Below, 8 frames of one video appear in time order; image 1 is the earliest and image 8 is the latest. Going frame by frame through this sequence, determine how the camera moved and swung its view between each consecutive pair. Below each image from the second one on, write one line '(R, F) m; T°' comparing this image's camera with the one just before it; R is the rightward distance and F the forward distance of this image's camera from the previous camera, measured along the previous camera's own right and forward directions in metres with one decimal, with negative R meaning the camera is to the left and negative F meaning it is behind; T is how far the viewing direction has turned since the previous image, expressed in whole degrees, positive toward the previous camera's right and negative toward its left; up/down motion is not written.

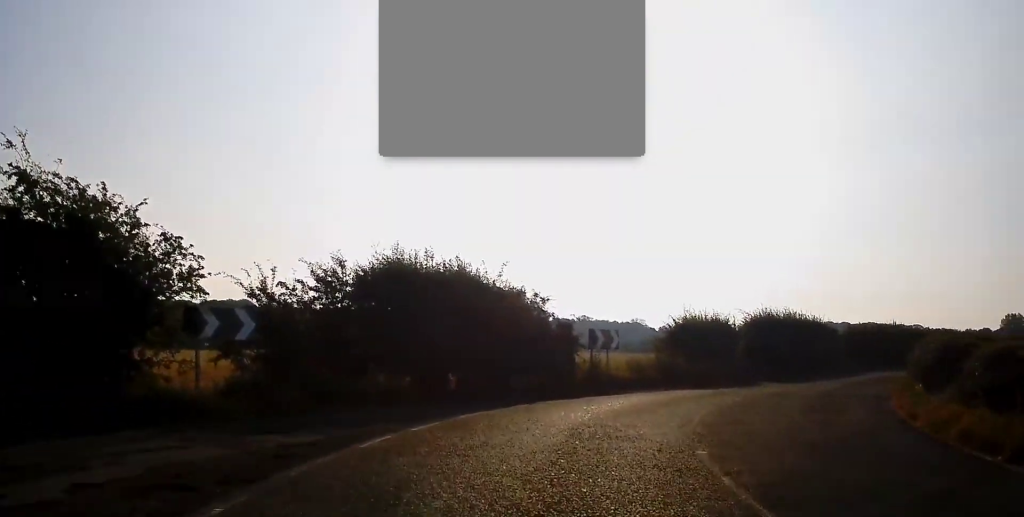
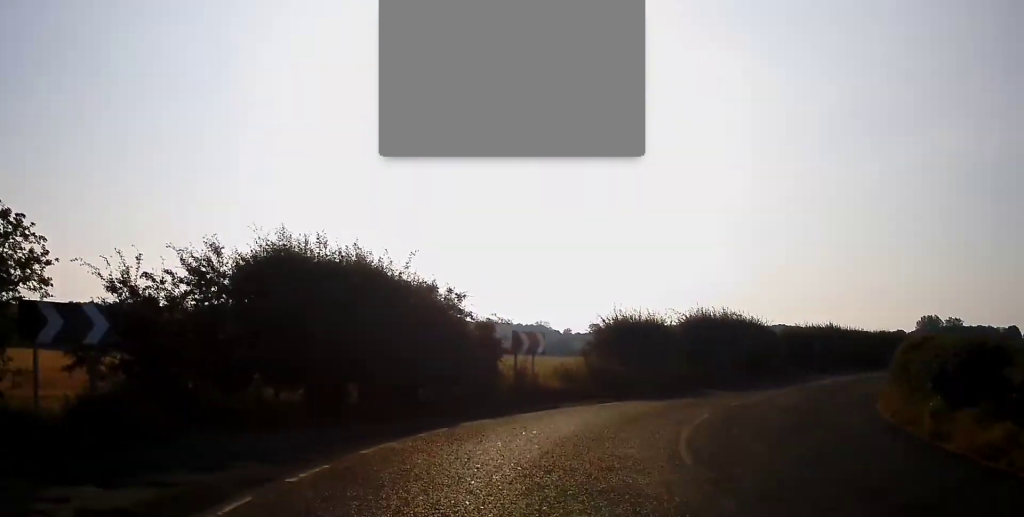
(+0.4, +3.3) m; +7°
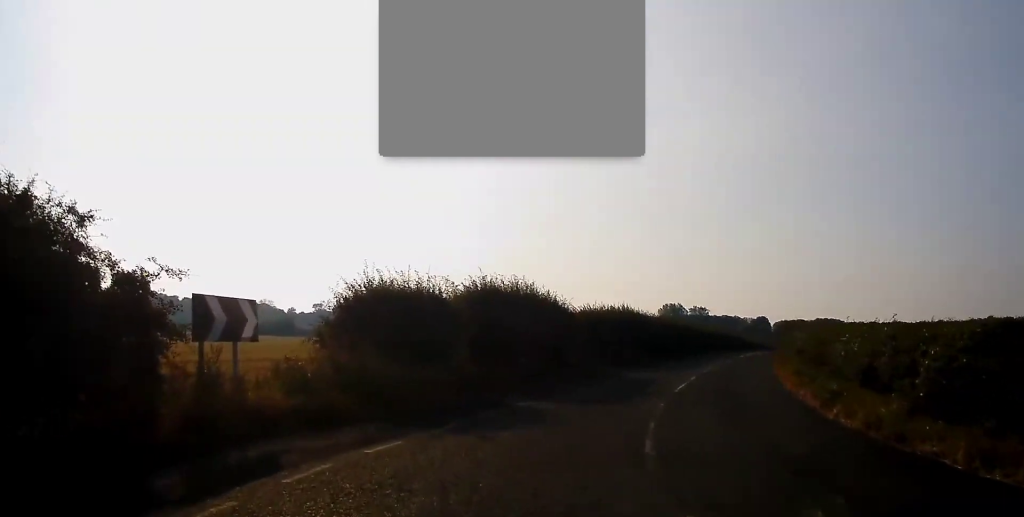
(+1.7, +9.1) m; +19°
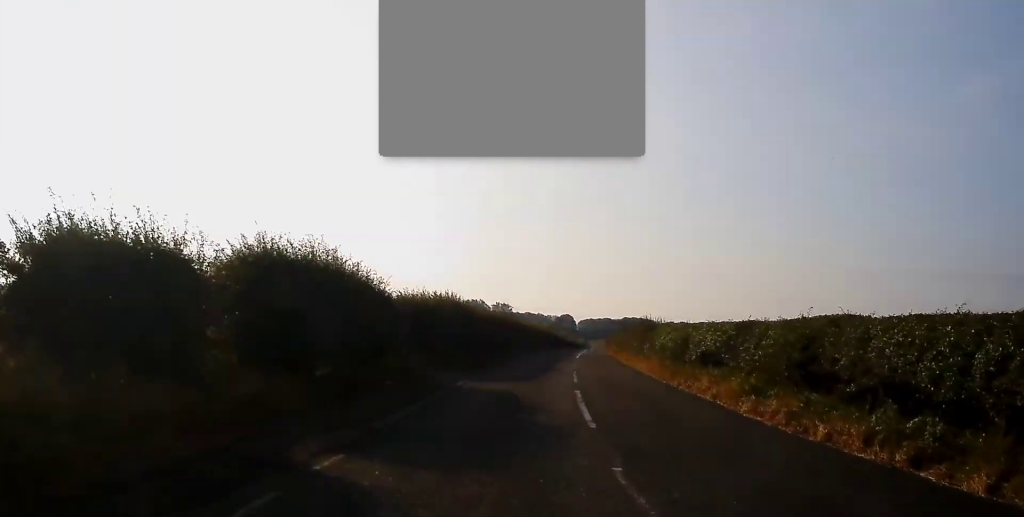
(+0.7, +7.2) m; +13°
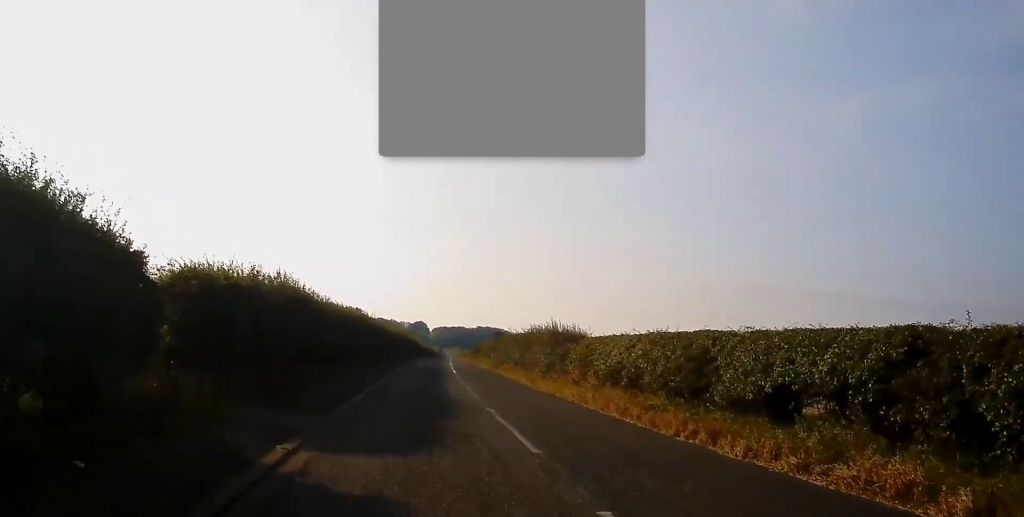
(+1.5, +10.4) m; +14°
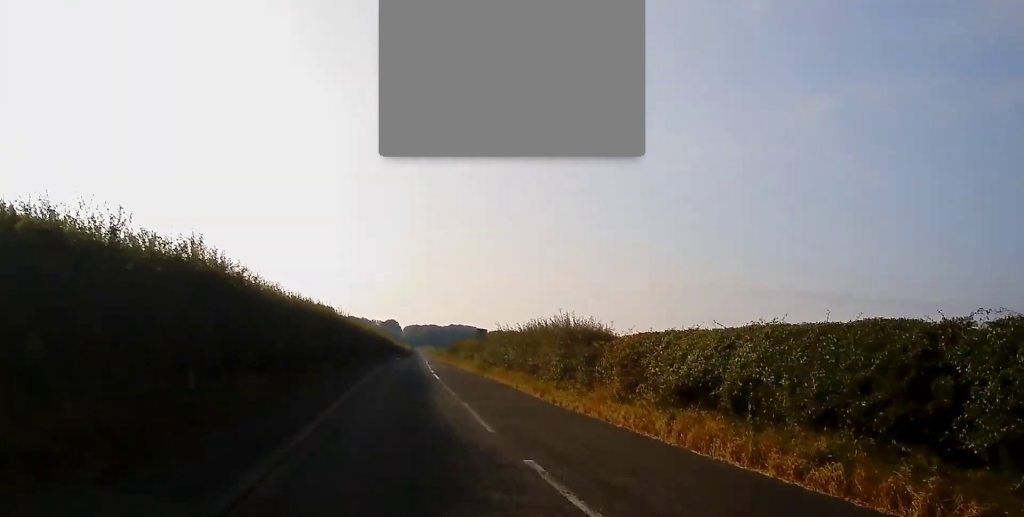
(+0.4, +6.4) m; +2°
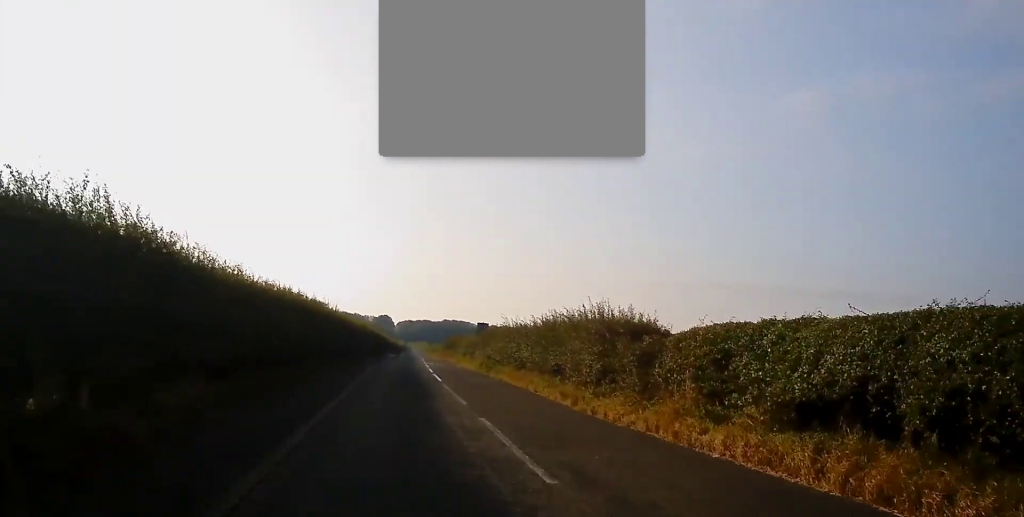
(0.0, +4.3) m; 0°
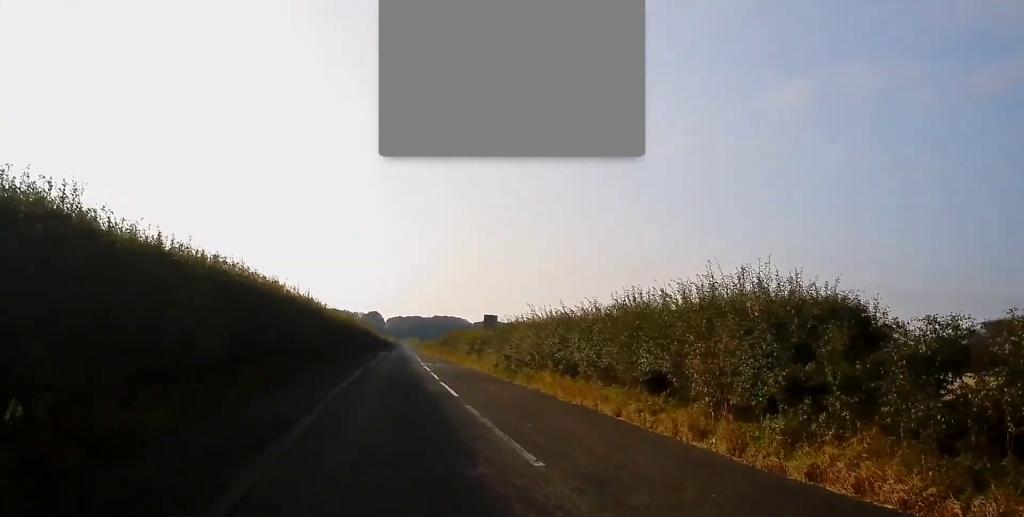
(-0.2, +8.1) m; 0°
